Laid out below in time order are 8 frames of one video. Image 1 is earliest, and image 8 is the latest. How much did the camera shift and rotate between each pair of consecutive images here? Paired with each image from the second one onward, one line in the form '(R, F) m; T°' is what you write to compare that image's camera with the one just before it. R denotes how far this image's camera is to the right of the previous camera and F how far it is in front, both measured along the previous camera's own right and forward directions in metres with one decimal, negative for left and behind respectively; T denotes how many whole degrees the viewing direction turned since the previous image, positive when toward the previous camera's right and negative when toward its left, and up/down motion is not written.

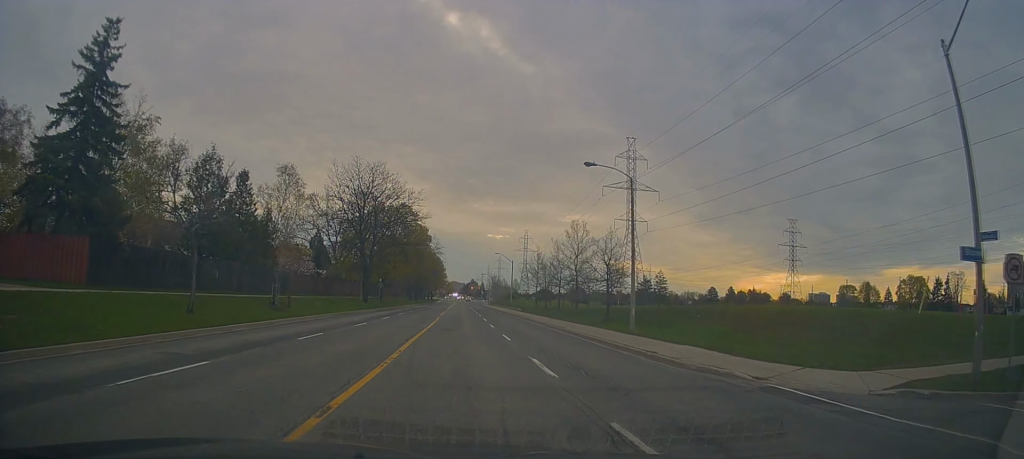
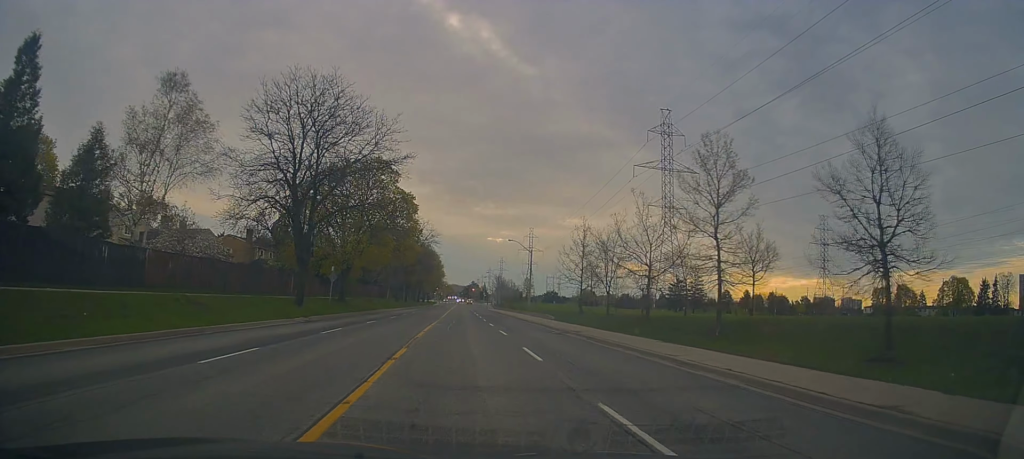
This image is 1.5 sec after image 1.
(-0.2, +22.2) m; 0°
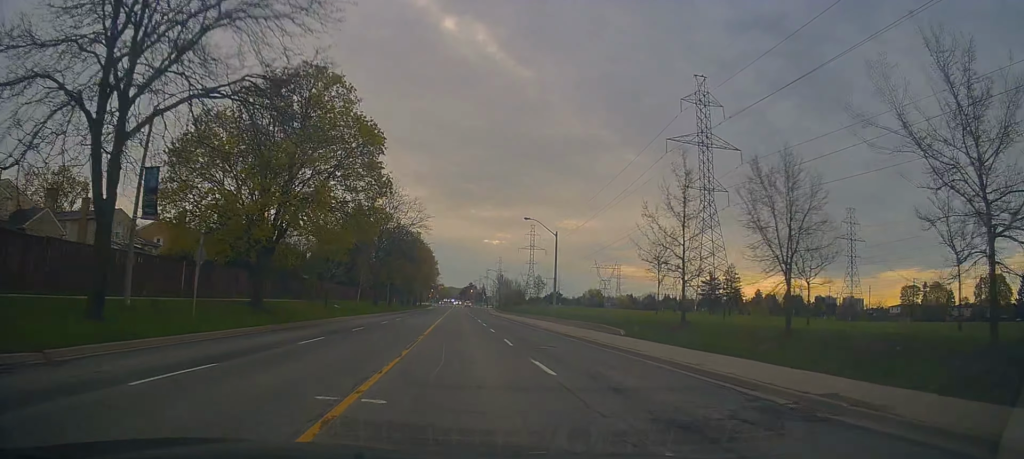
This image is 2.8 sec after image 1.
(+0.3, +20.4) m; +1°
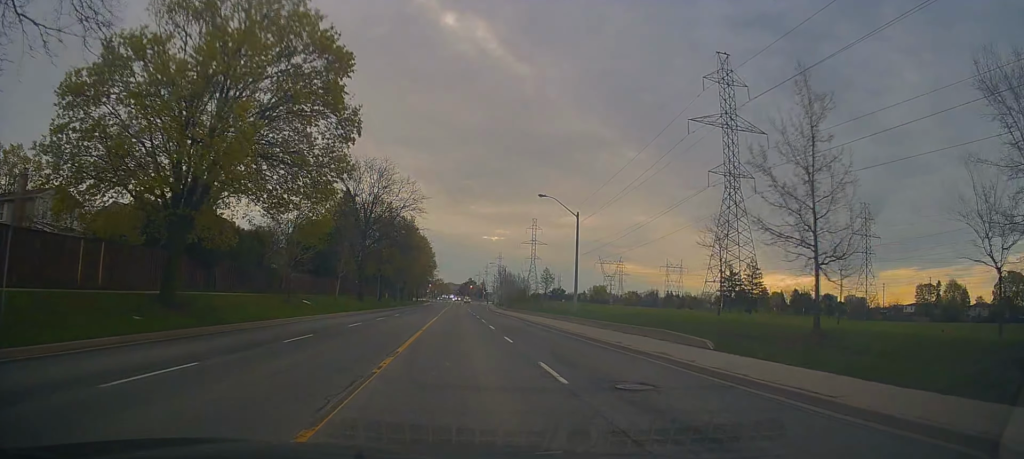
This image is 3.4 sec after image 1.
(0.0, +9.2) m; -1°
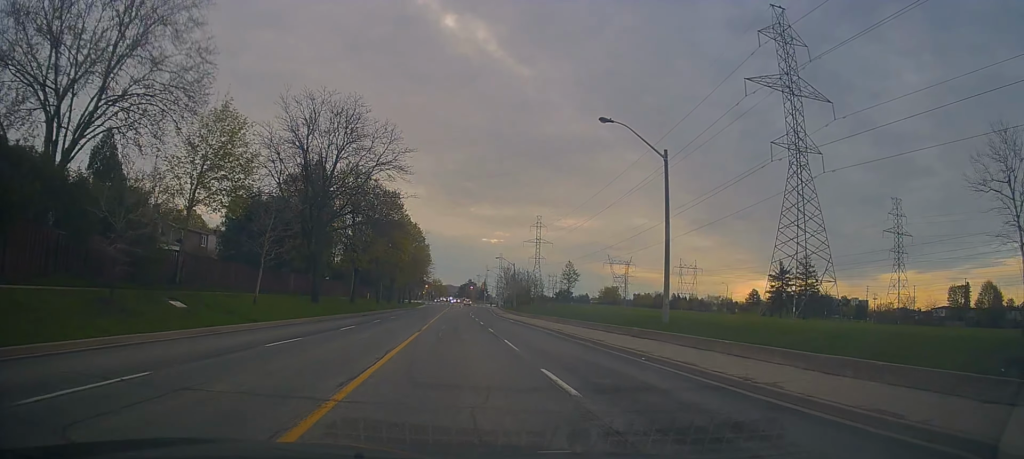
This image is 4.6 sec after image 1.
(-0.4, +17.4) m; -2°
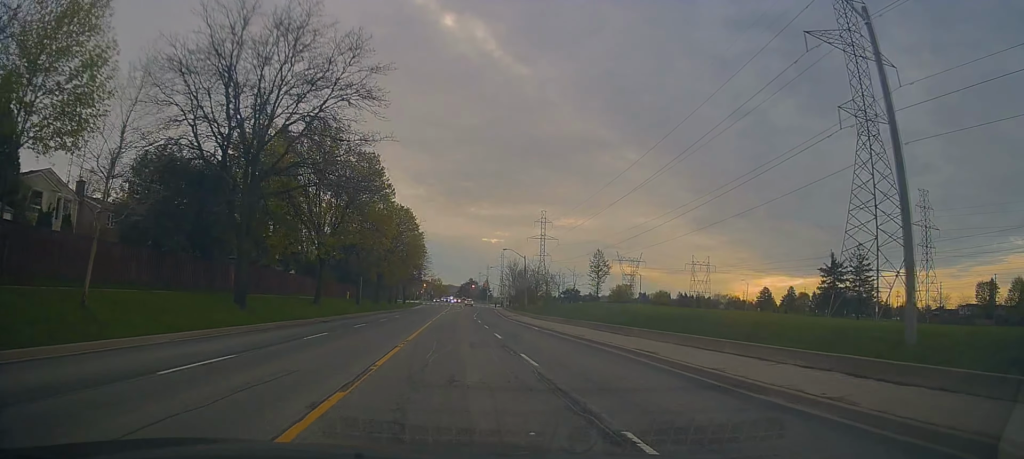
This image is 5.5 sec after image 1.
(-0.1, +14.1) m; +1°
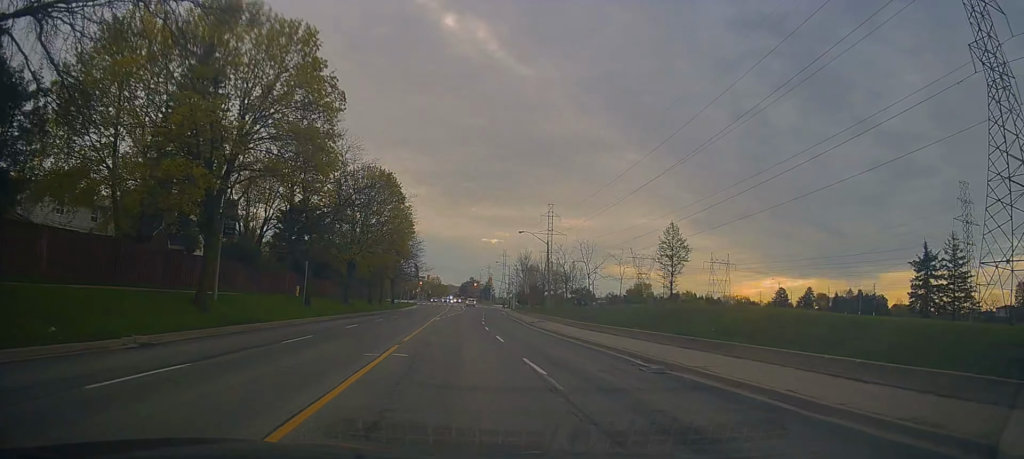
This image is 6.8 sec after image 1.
(+0.5, +20.2) m; +3°
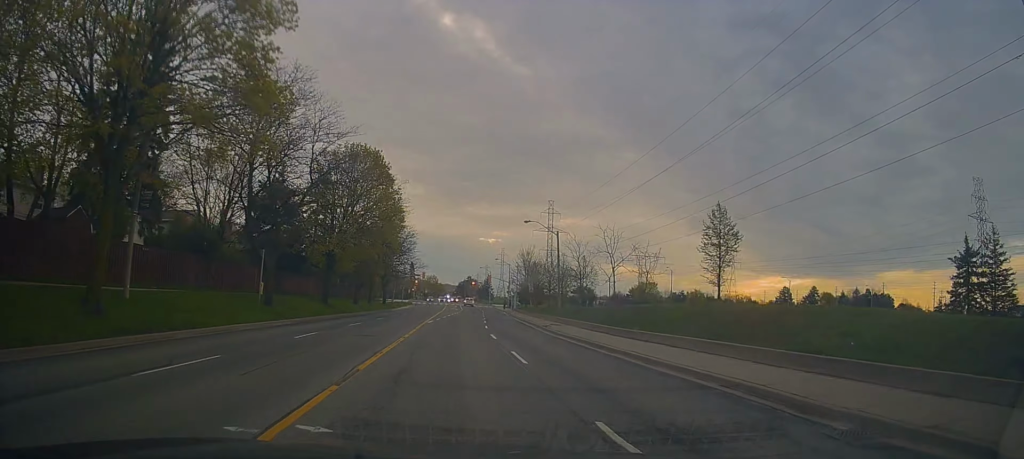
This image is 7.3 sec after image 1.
(0.0, +7.9) m; 0°
